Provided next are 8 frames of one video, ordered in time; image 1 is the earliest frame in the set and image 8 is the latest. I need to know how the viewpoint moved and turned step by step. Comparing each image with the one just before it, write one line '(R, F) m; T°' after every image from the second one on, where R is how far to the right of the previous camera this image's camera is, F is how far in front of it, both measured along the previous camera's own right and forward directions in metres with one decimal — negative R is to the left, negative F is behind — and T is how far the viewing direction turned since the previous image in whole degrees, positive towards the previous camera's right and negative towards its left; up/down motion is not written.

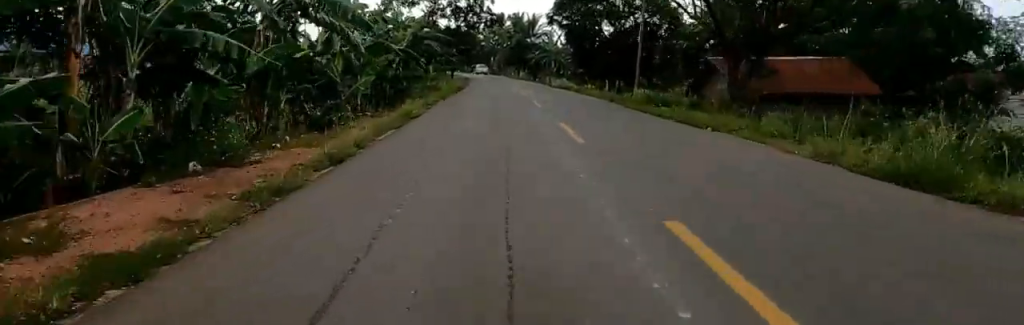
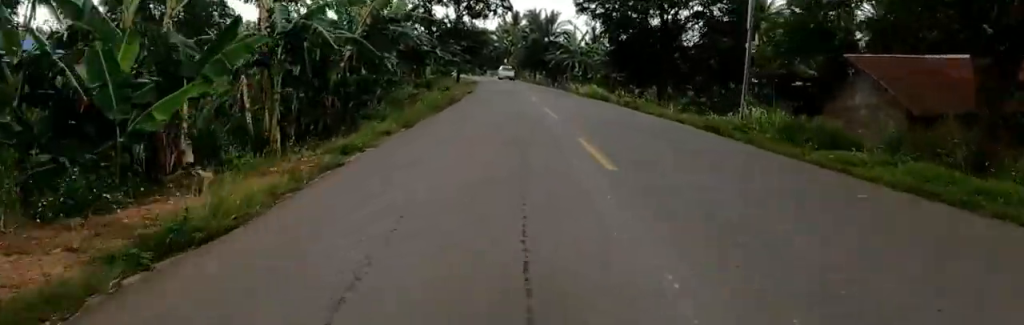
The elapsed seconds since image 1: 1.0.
(-0.4, +10.9) m; -2°
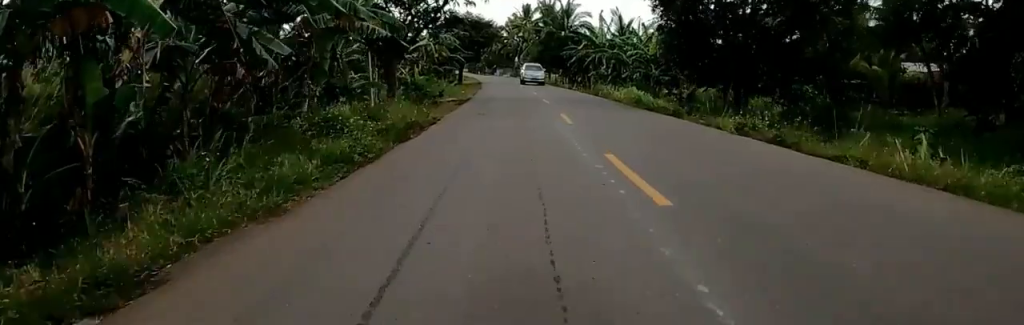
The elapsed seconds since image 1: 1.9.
(0.0, +10.3) m; 0°
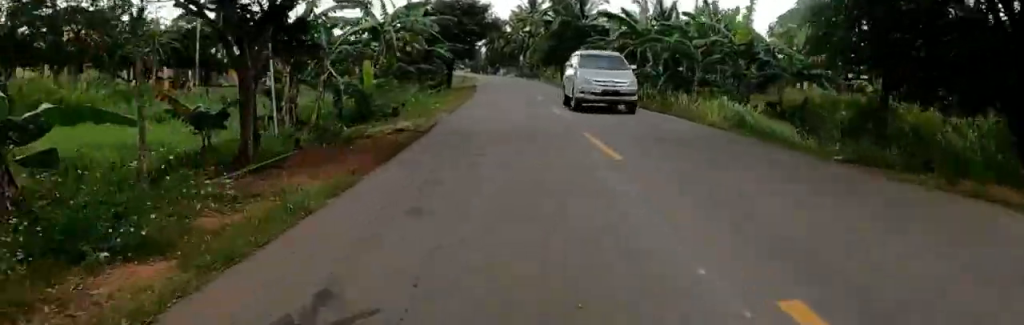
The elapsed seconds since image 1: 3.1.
(0.0, +12.5) m; 0°
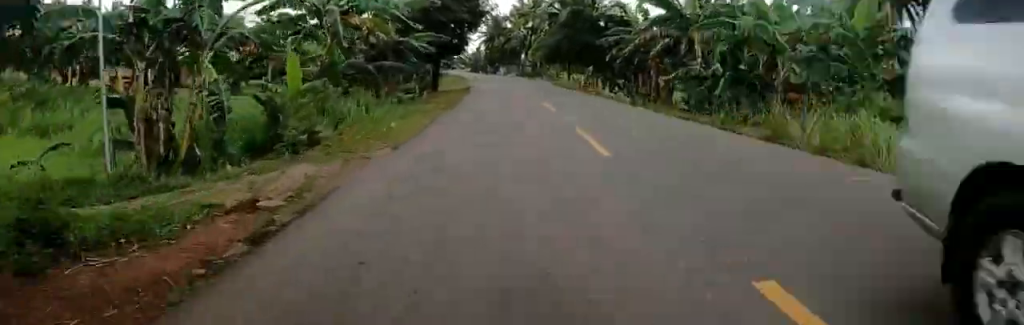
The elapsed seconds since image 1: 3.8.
(0.0, +7.9) m; 0°
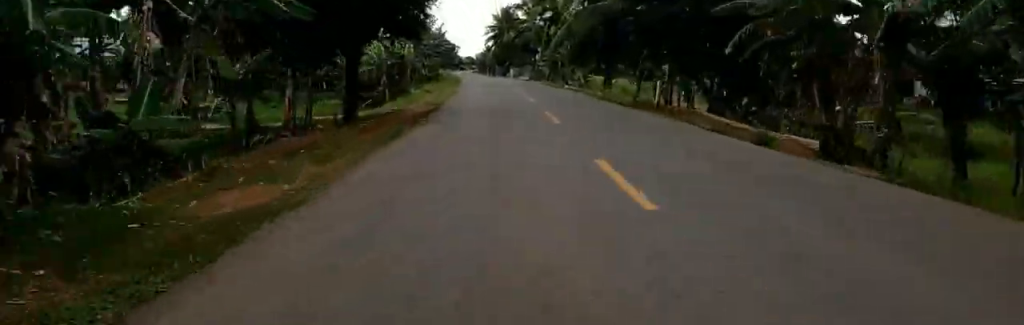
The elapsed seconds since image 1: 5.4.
(0.0, +18.1) m; 0°
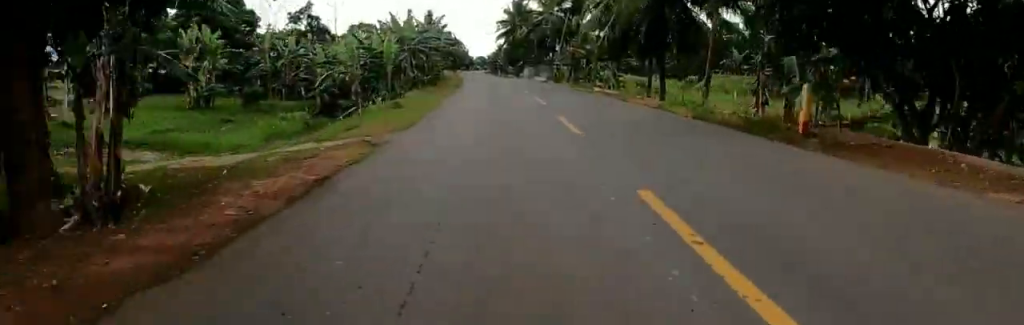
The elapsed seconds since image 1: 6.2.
(0.0, +10.3) m; 0°
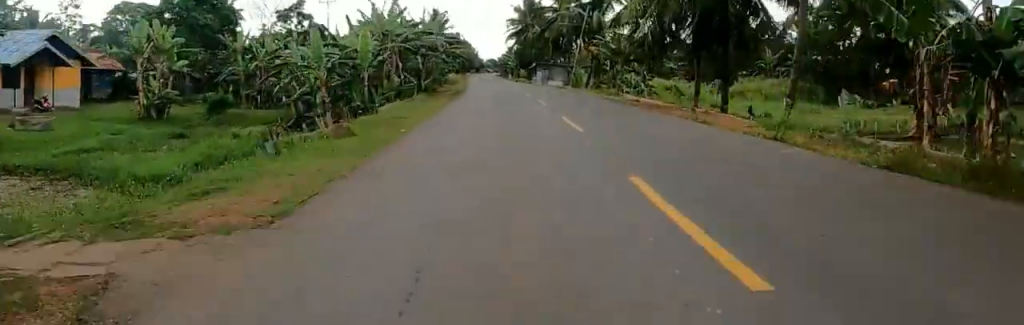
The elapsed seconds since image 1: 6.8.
(0.0, +7.2) m; -1°
